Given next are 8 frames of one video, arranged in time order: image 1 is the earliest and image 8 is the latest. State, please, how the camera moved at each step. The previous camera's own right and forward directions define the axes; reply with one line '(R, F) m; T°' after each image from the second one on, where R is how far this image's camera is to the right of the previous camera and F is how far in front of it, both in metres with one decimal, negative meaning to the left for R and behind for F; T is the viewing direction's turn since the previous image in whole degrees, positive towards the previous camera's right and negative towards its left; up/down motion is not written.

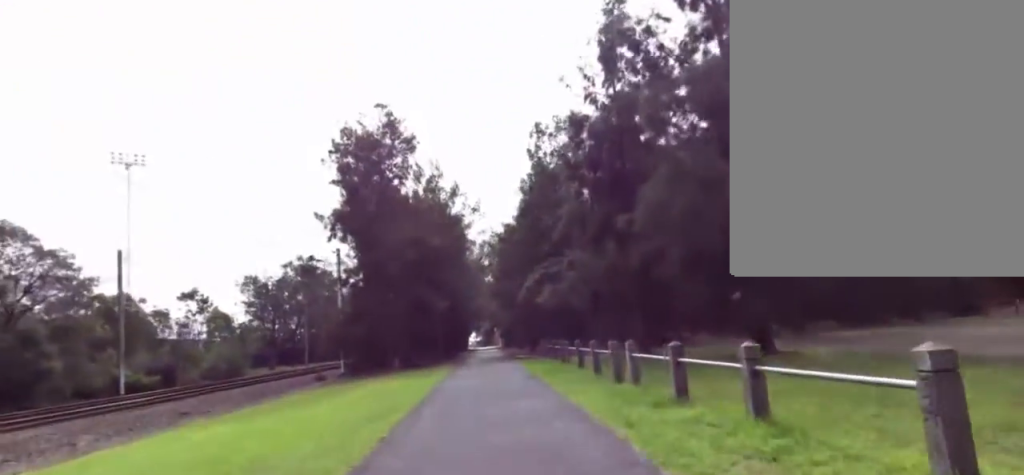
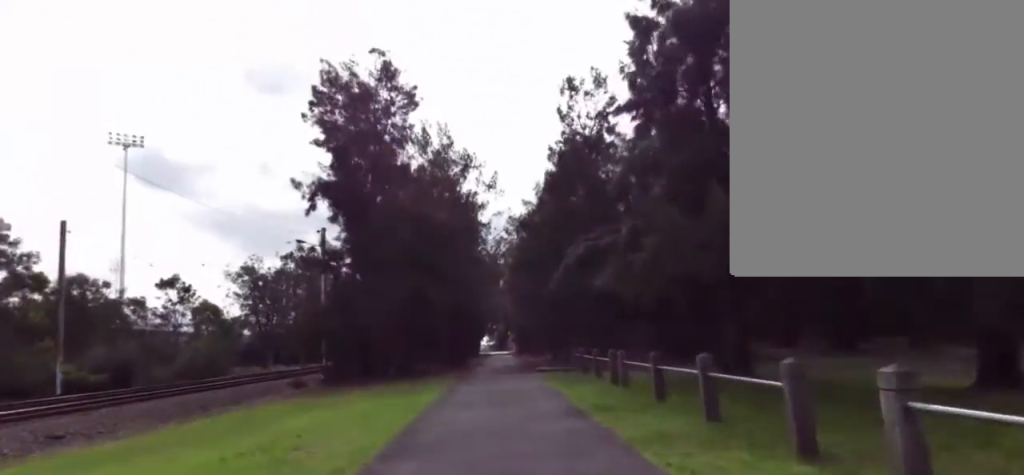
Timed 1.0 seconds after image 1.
(-0.2, +6.2) m; -1°
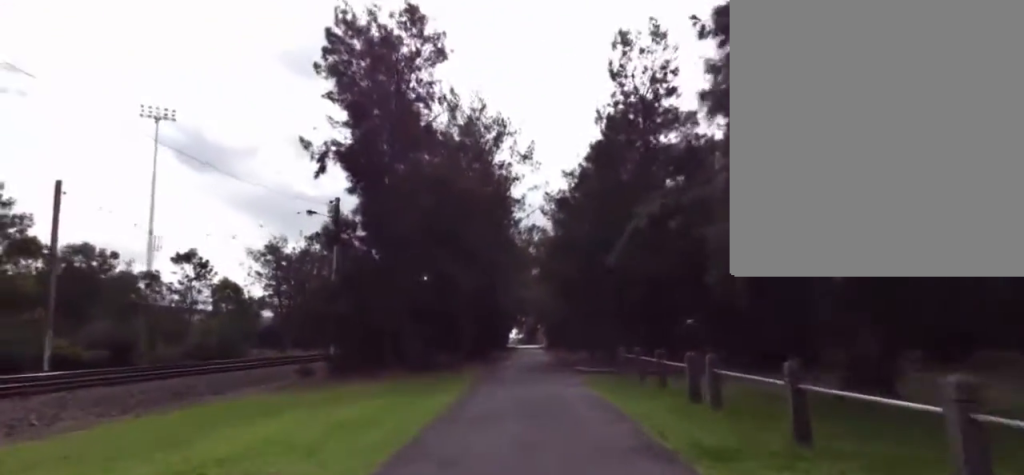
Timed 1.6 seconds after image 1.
(-0.2, +3.4) m; 0°
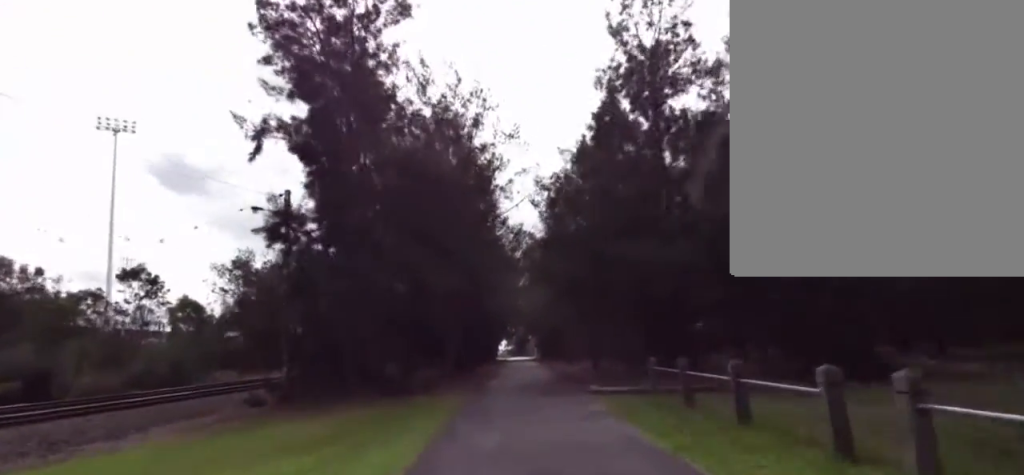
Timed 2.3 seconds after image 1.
(+0.7, +4.1) m; +1°
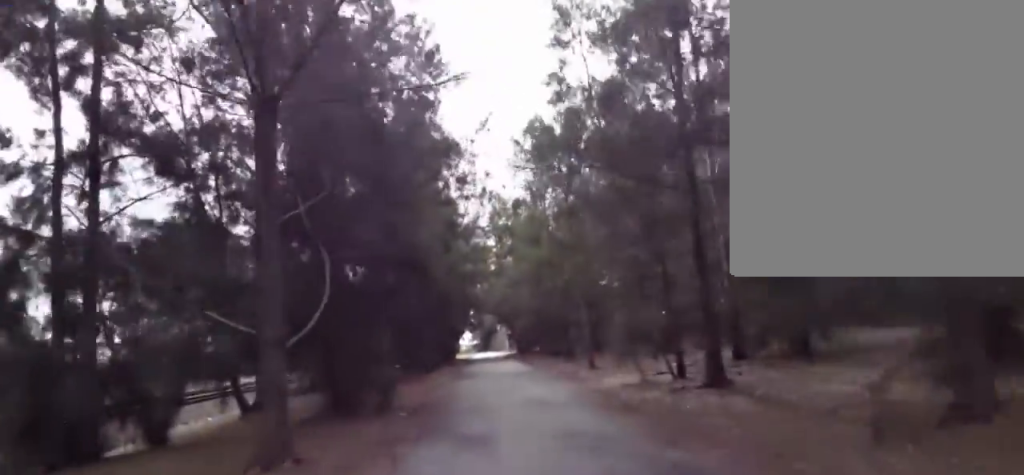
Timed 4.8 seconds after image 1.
(-1.1, +13.9) m; -3°
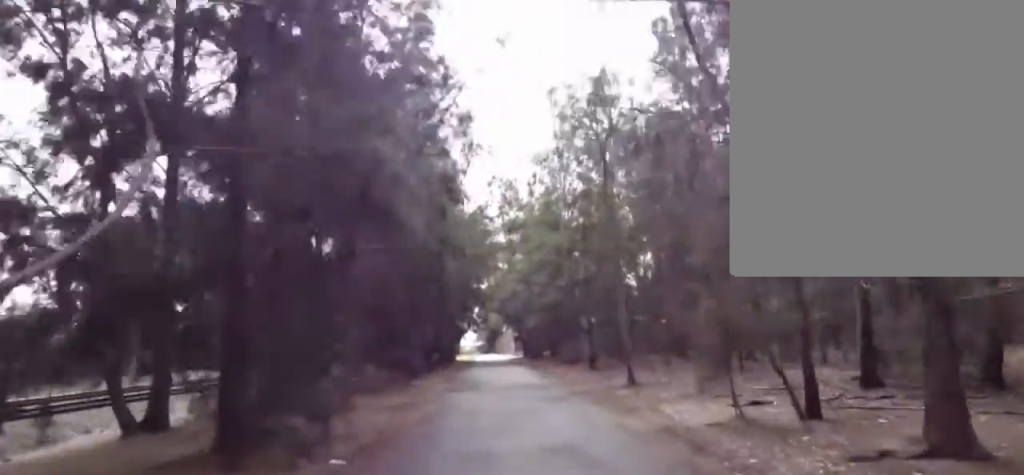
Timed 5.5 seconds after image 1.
(-0.3, +4.2) m; +3°
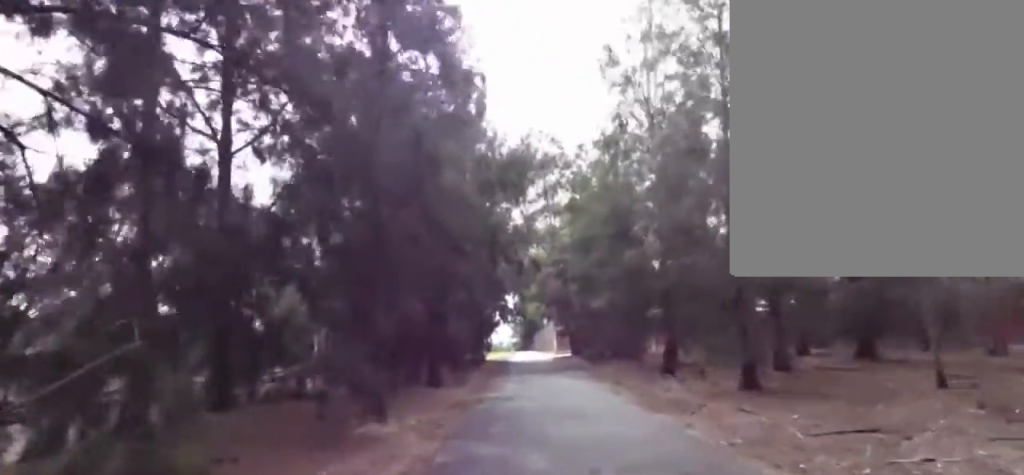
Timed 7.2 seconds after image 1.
(+0.1, +9.9) m; -1°
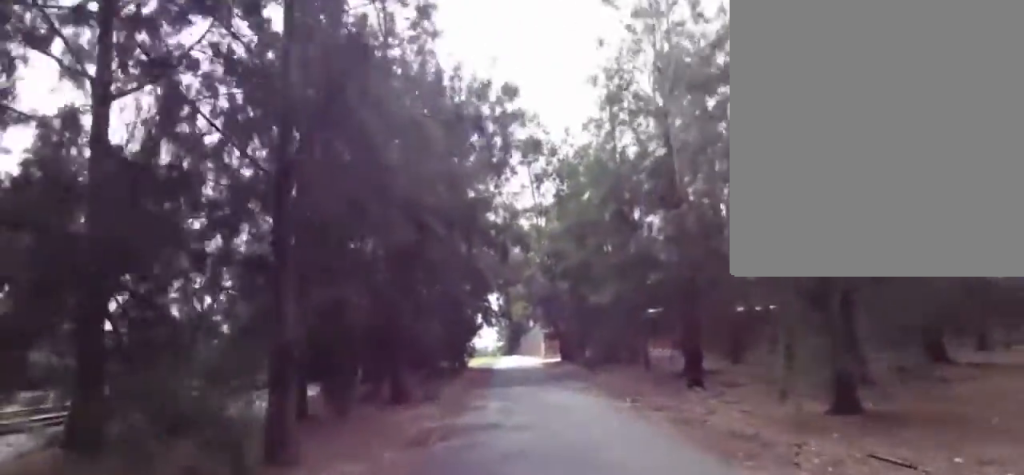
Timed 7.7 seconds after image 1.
(0.0, +3.2) m; 0°
